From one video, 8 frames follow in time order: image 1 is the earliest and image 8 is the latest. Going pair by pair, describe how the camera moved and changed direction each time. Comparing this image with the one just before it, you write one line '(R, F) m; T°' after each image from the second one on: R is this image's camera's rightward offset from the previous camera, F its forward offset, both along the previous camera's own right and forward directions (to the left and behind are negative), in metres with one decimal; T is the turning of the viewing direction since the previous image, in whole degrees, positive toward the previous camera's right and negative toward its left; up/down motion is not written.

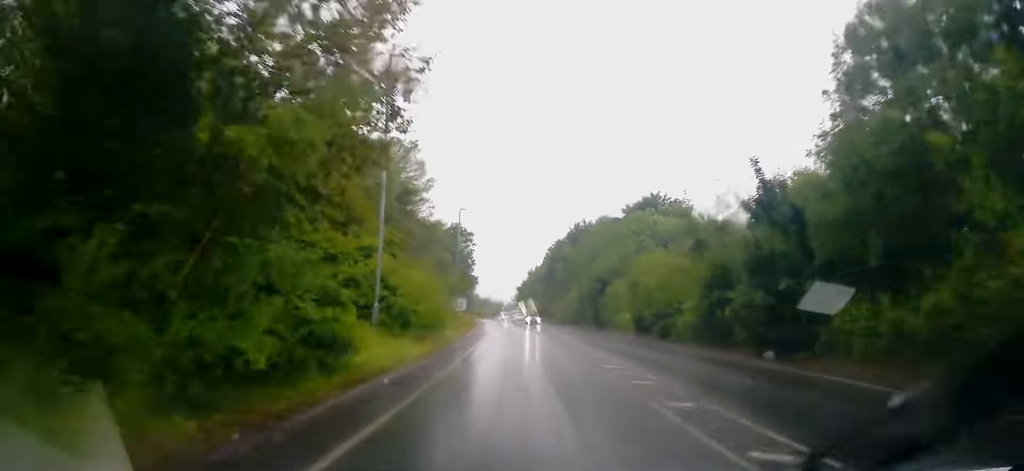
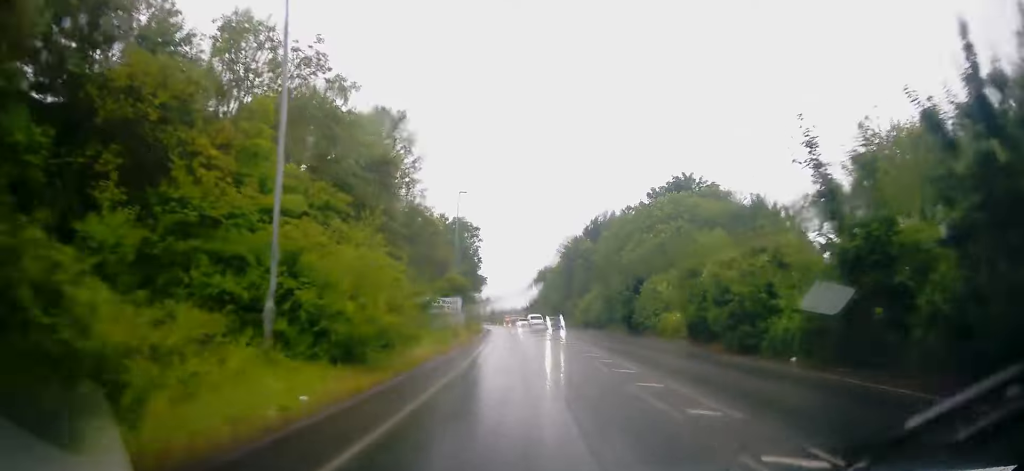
(+0.1, +9.0) m; -1°
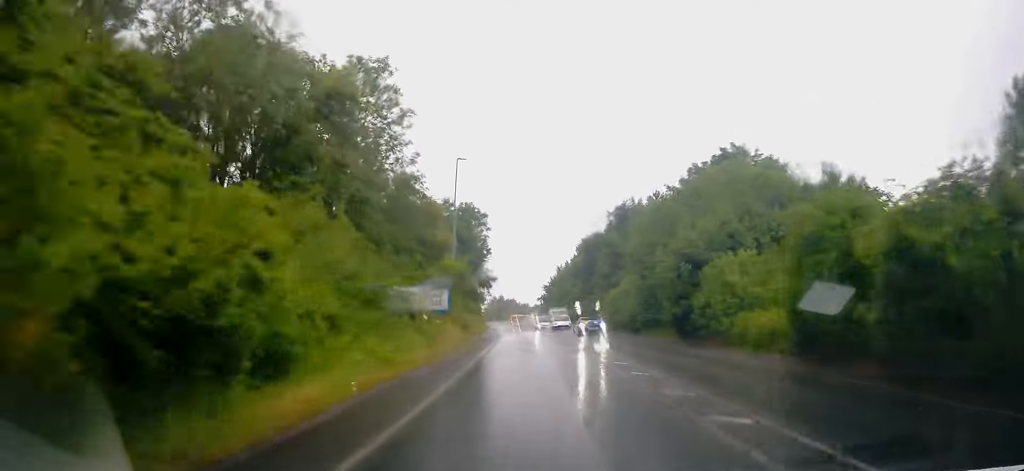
(-0.3, +9.5) m; -2°
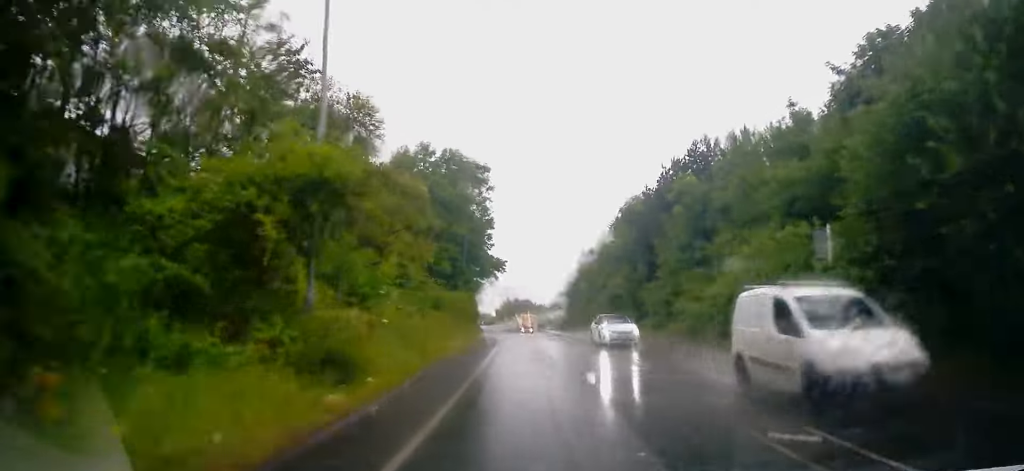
(-0.4, +23.9) m; -1°
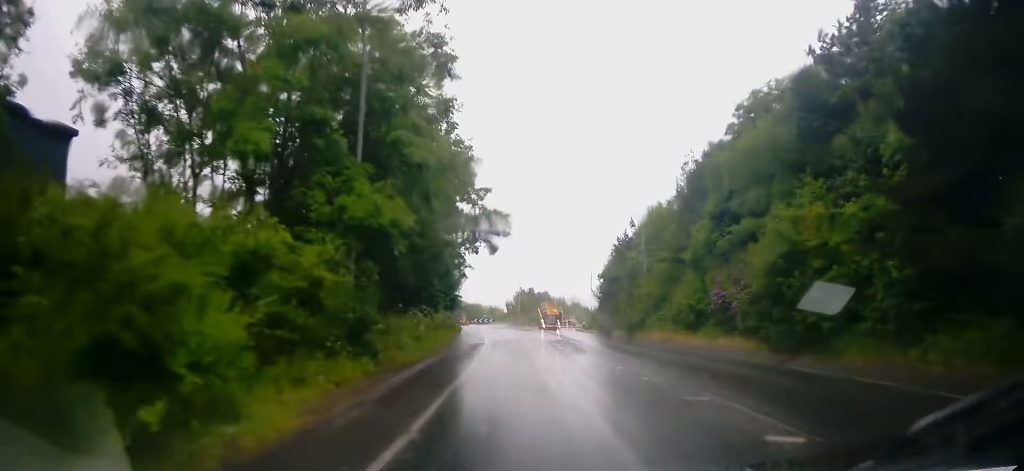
(-0.7, +31.7) m; -2°
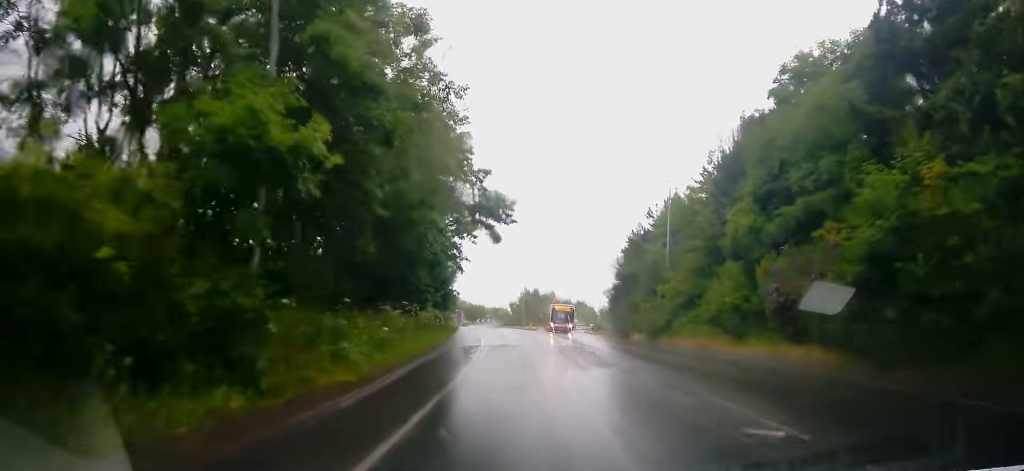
(-0.2, +5.7) m; 0°
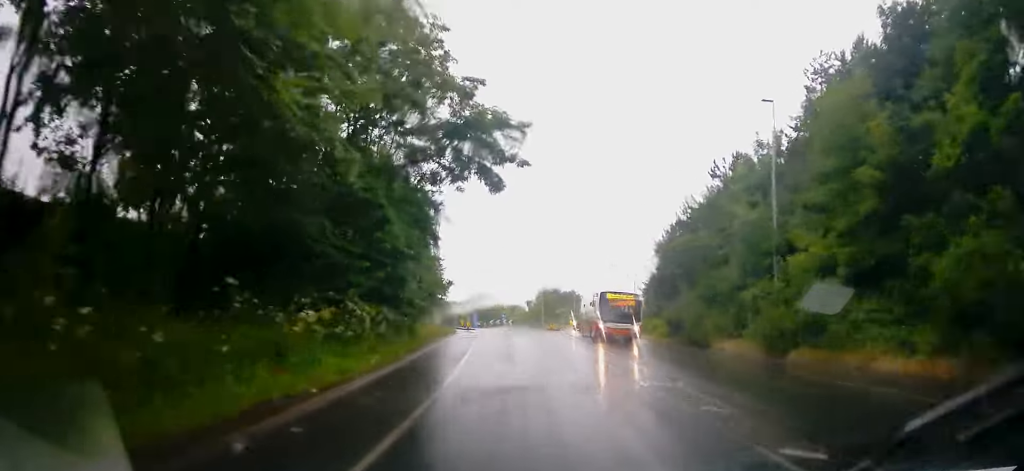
(+0.4, +15.1) m; -1°
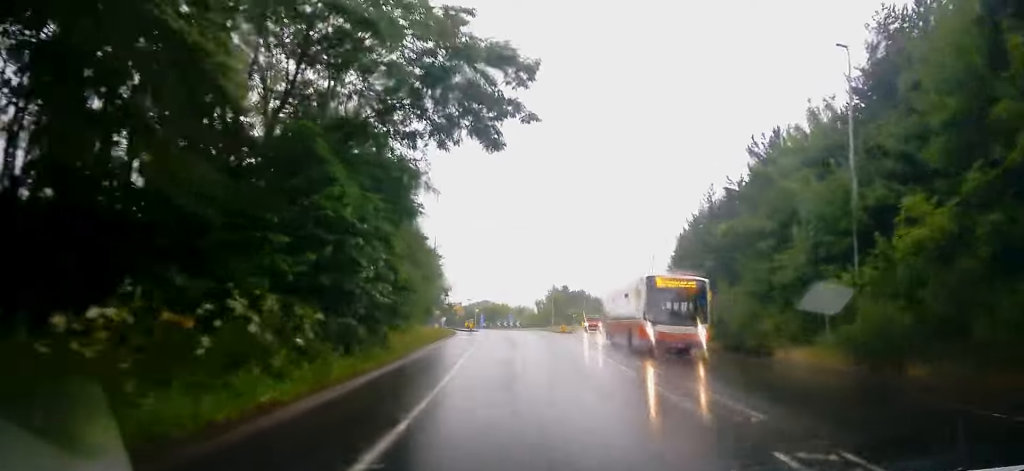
(-0.2, +5.9) m; -1°
